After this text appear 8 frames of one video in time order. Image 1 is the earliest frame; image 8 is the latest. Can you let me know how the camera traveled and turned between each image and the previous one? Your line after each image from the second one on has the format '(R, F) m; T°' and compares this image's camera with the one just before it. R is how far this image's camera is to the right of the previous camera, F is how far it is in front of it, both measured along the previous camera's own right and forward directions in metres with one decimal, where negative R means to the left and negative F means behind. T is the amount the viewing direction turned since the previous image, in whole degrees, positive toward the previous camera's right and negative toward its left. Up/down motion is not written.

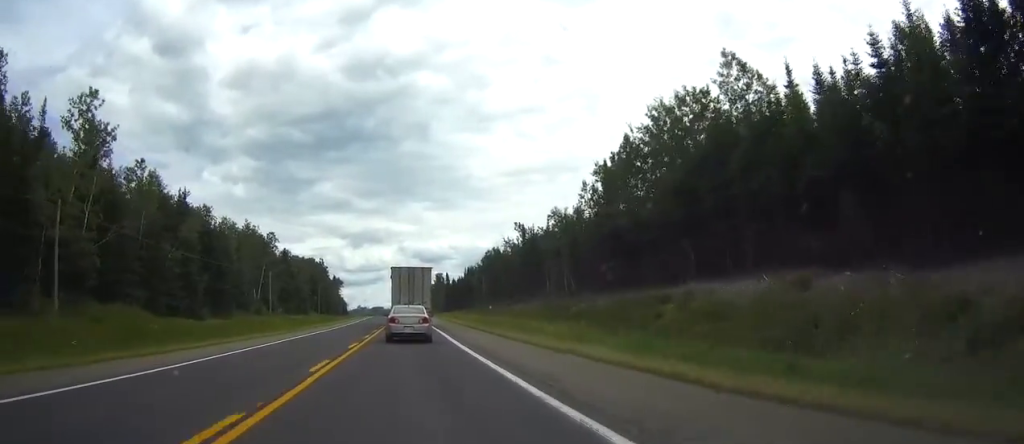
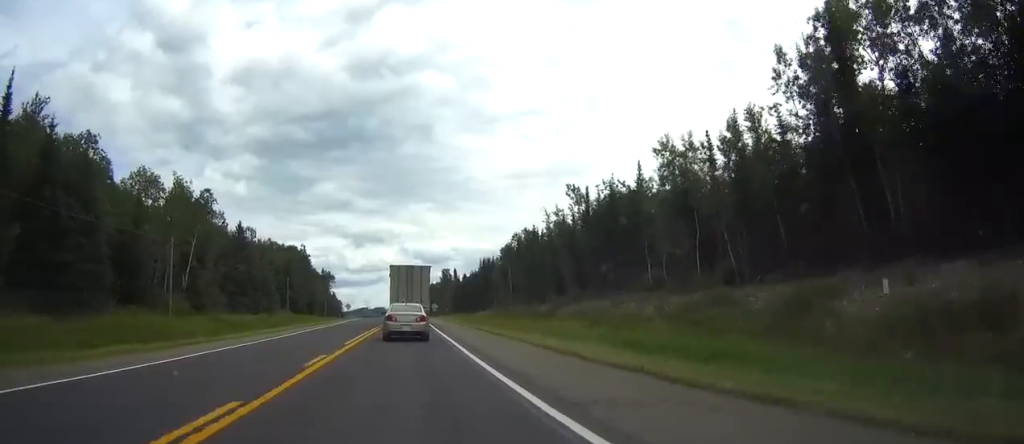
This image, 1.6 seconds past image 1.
(-0.1, +43.2) m; 0°
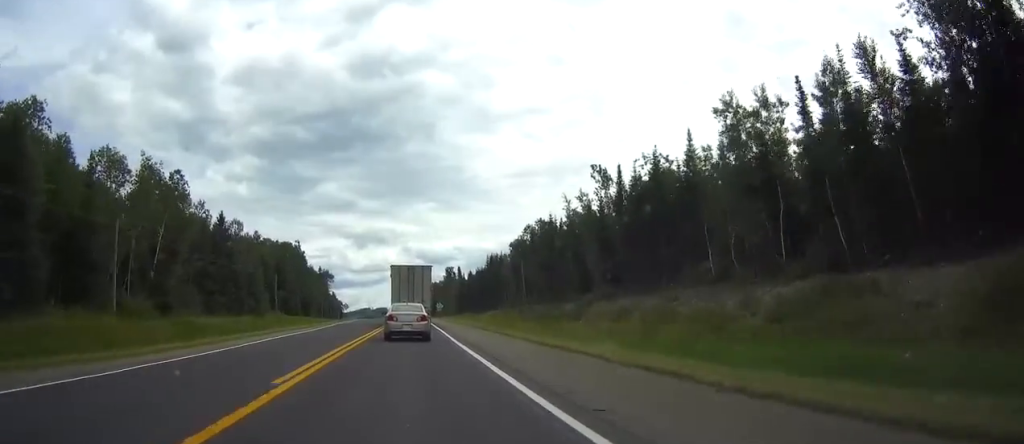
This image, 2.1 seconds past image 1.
(0.0, +12.3) m; 0°
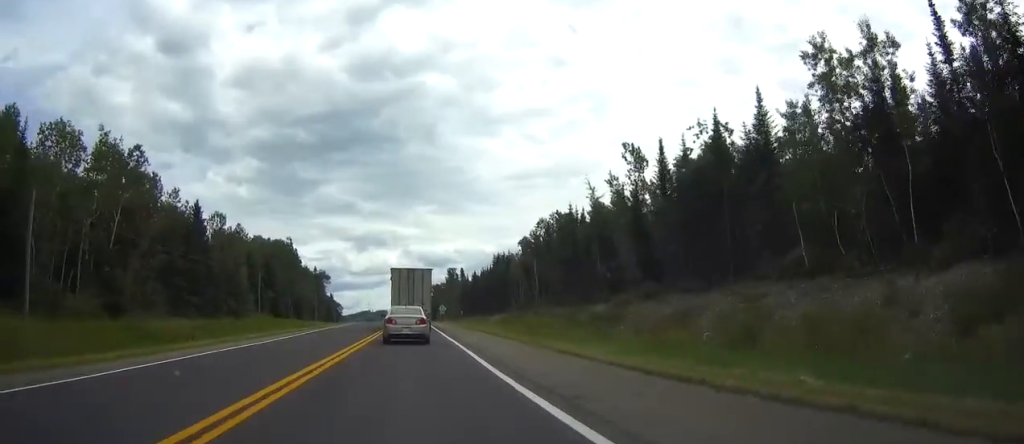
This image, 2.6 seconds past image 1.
(0.0, +12.2) m; 0°
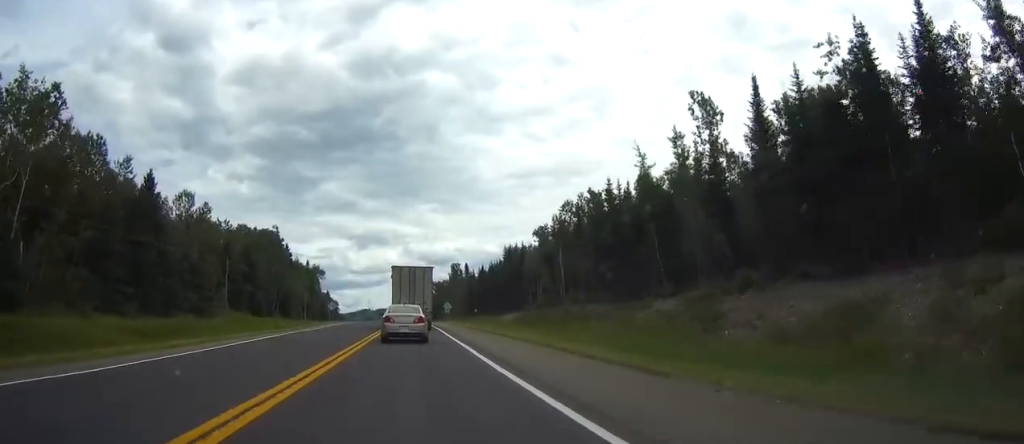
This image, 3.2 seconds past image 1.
(0.0, +17.5) m; 0°
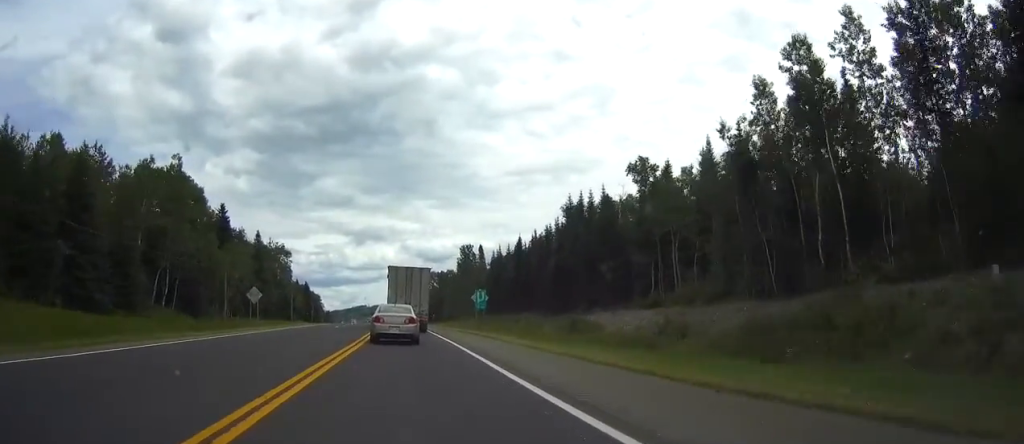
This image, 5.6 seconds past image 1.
(+0.3, +61.0) m; +1°
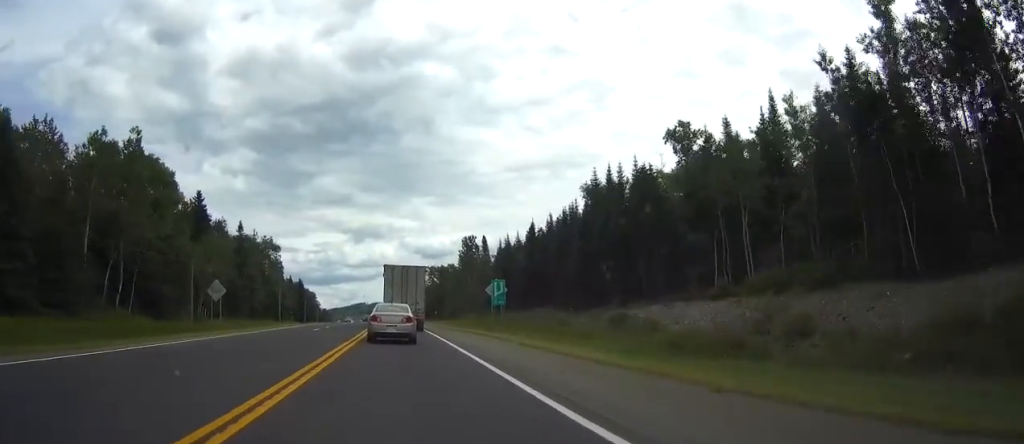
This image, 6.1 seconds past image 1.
(0.0, +13.0) m; 0°
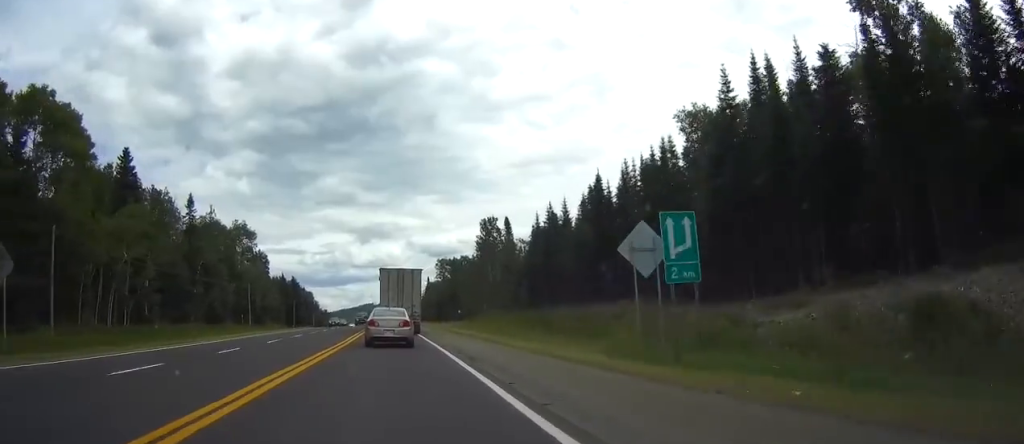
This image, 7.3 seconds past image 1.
(-0.1, +31.8) m; -1°
